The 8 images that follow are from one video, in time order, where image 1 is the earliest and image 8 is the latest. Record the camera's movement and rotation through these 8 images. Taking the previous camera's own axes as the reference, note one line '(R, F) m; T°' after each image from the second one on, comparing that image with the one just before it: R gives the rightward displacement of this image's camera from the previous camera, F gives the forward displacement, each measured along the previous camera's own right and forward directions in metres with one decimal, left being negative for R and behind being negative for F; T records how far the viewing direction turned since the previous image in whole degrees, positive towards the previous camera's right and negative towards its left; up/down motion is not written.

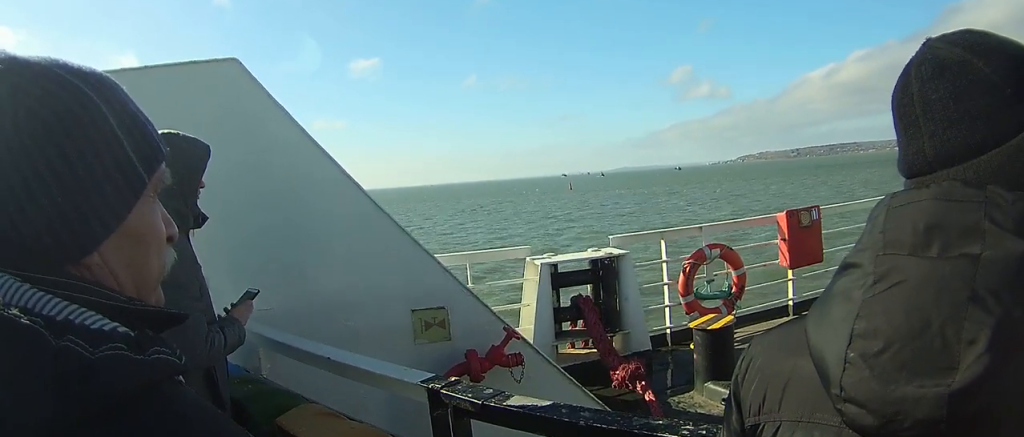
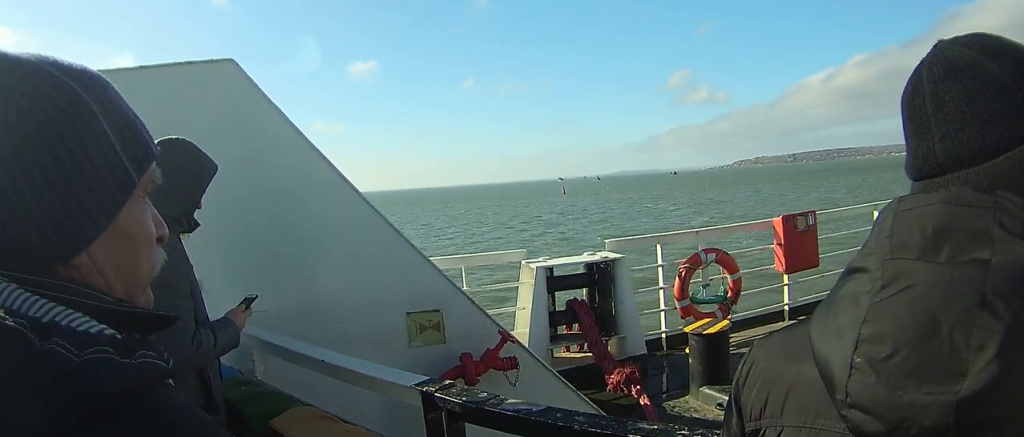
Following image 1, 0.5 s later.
(0.0, +2.1) m; 0°
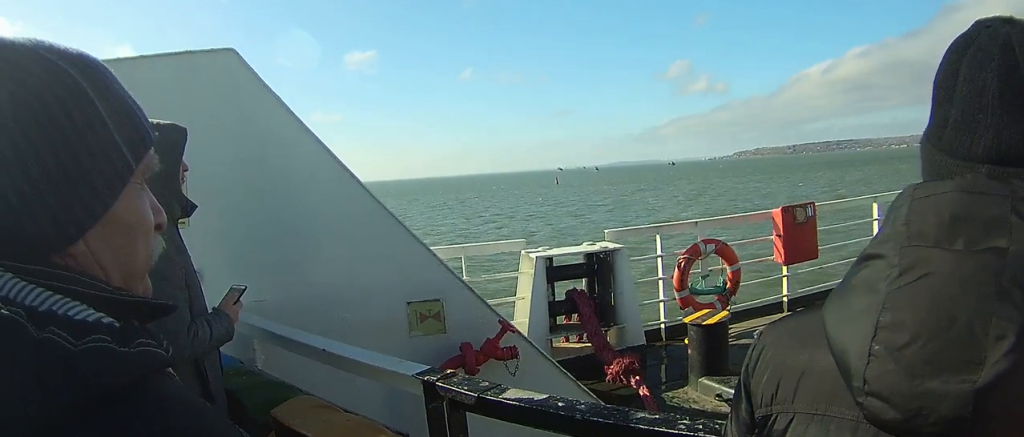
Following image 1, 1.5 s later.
(+0.1, +4.5) m; +1°
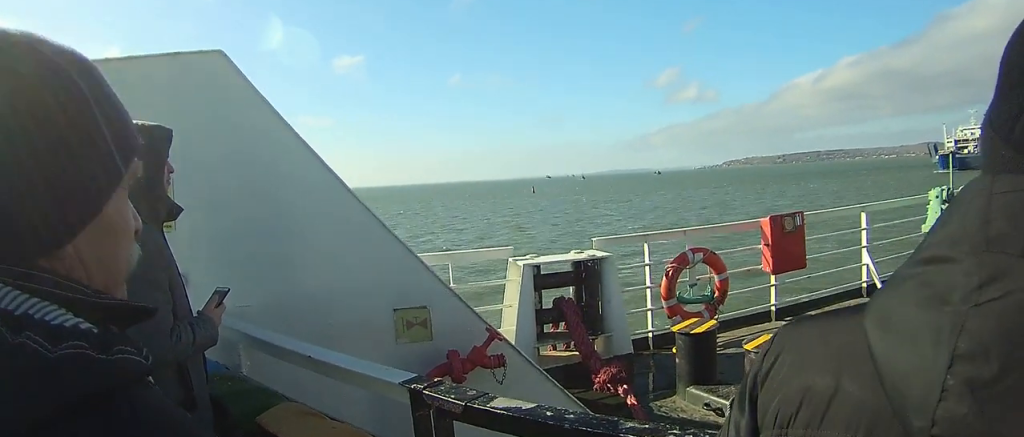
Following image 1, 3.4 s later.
(-0.2, +8.4) m; -3°
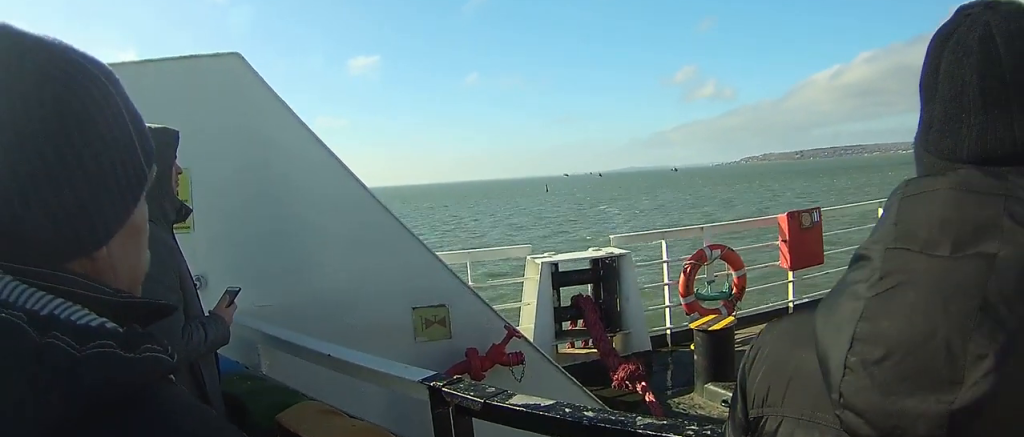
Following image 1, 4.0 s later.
(0.0, +3.0) m; 0°
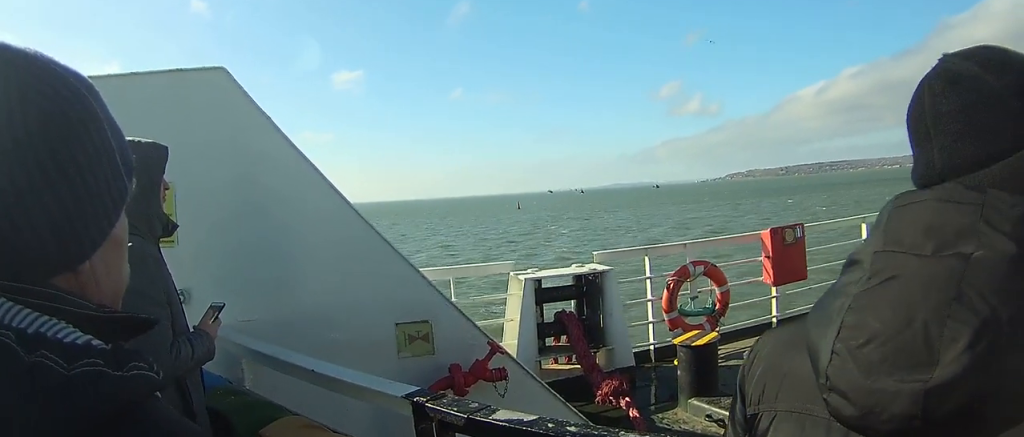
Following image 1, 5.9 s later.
(+0.1, +8.4) m; +2°
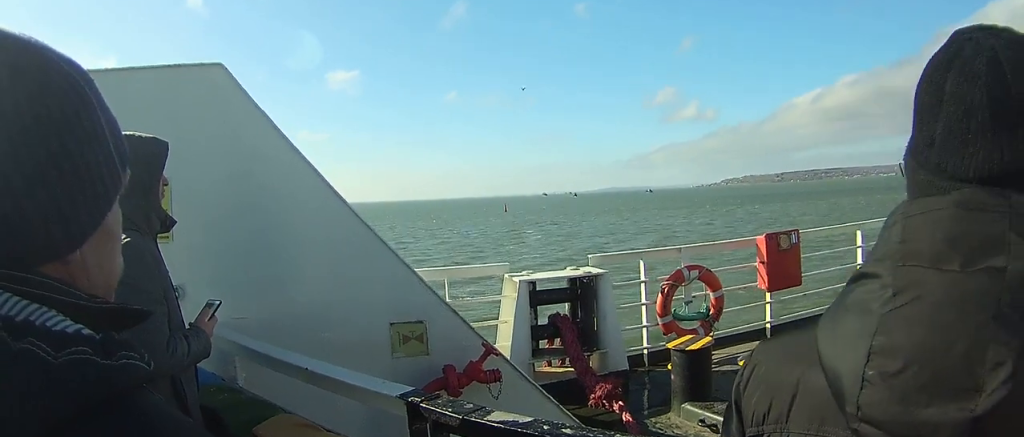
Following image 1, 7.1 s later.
(0.0, +5.1) m; +1°
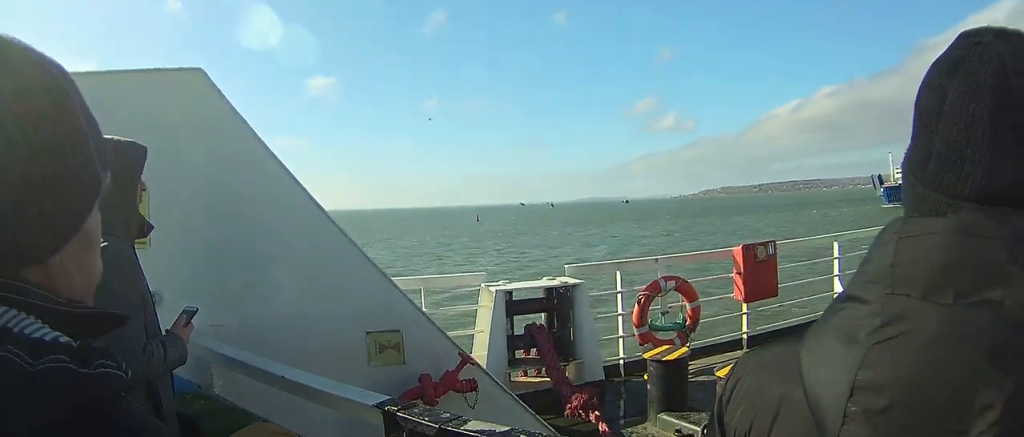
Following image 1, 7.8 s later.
(0.0, +3.0) m; 0°
